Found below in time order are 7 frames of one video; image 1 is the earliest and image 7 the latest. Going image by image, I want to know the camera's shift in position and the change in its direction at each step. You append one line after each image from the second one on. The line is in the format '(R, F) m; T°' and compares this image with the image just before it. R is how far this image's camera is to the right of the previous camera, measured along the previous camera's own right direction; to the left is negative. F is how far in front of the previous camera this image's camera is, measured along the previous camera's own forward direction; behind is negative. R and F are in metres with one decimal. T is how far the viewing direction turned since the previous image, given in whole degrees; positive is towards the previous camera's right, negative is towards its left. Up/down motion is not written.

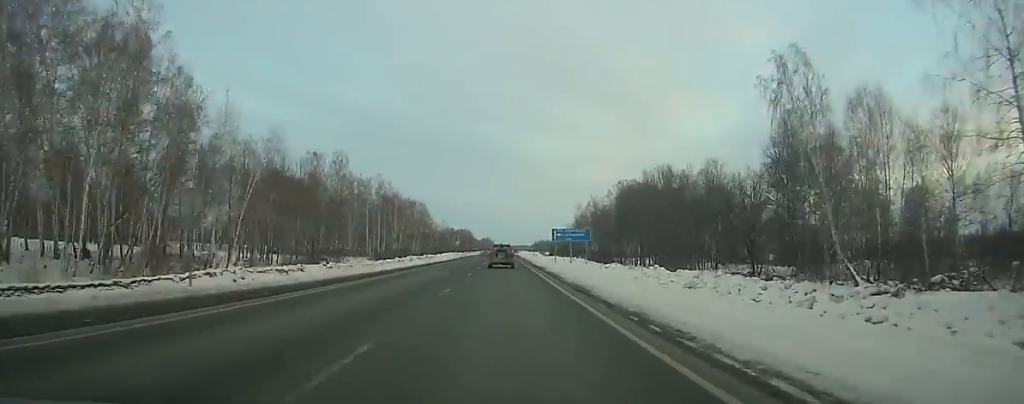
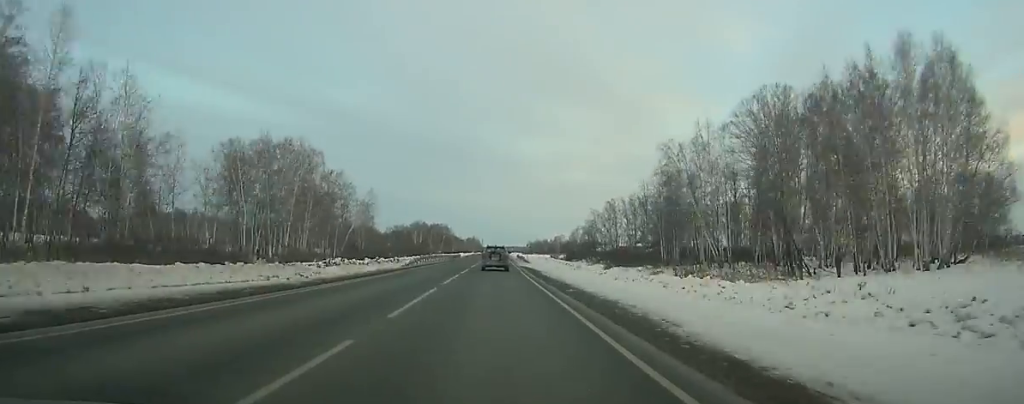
(+1.3, +123.5) m; +1°
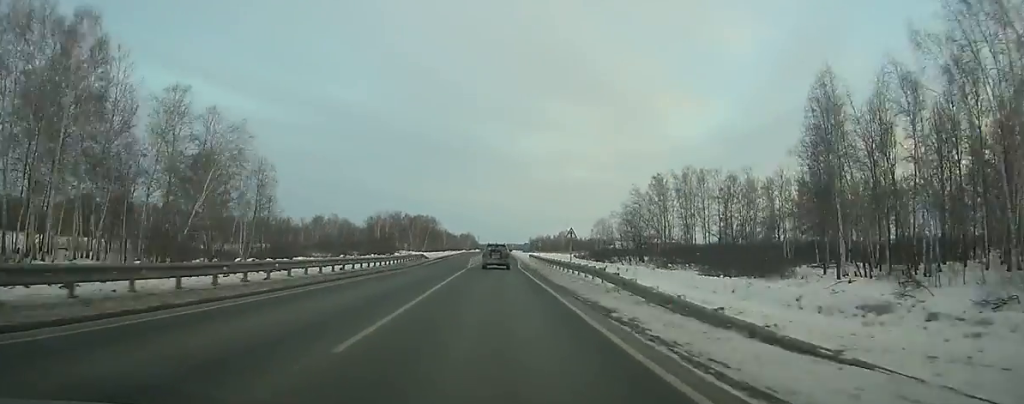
(0.0, +63.2) m; 0°
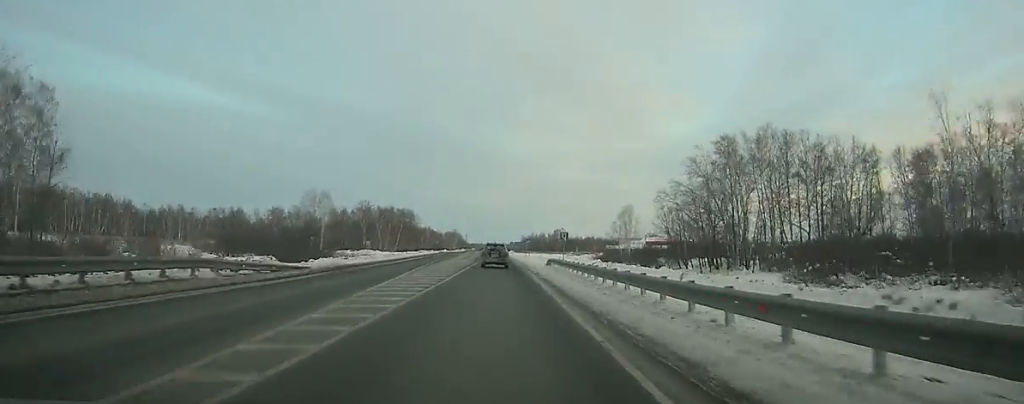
(+0.2, +49.2) m; 0°
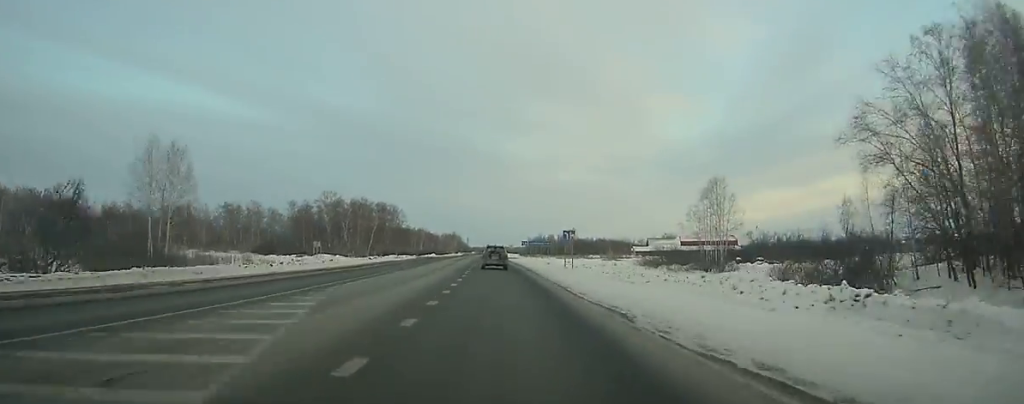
(0.0, +52.8) m; 0°
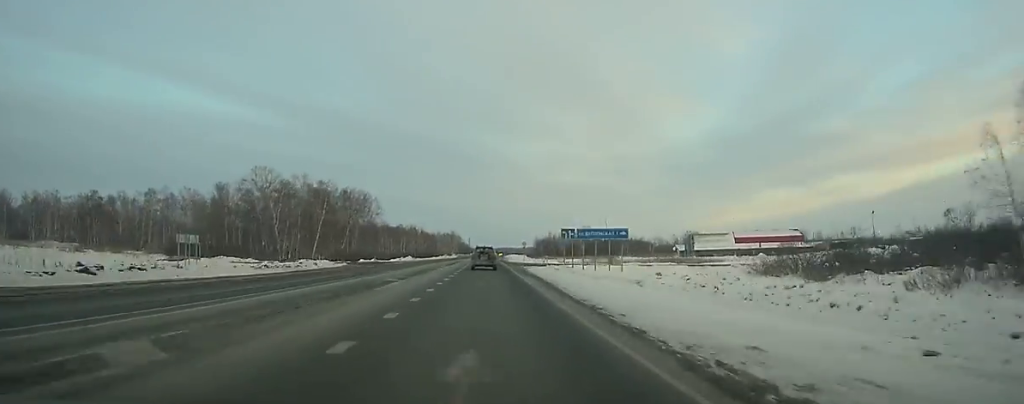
(+0.1, +54.3) m; 0°
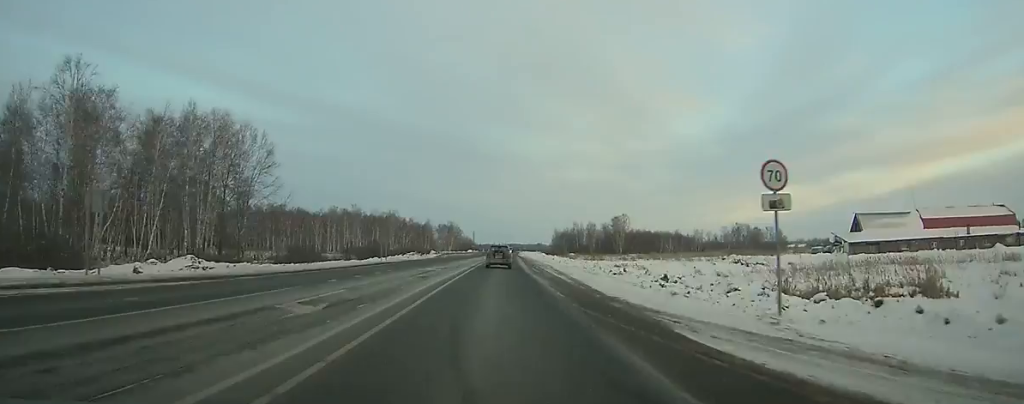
(-0.7, +89.6) m; 0°
